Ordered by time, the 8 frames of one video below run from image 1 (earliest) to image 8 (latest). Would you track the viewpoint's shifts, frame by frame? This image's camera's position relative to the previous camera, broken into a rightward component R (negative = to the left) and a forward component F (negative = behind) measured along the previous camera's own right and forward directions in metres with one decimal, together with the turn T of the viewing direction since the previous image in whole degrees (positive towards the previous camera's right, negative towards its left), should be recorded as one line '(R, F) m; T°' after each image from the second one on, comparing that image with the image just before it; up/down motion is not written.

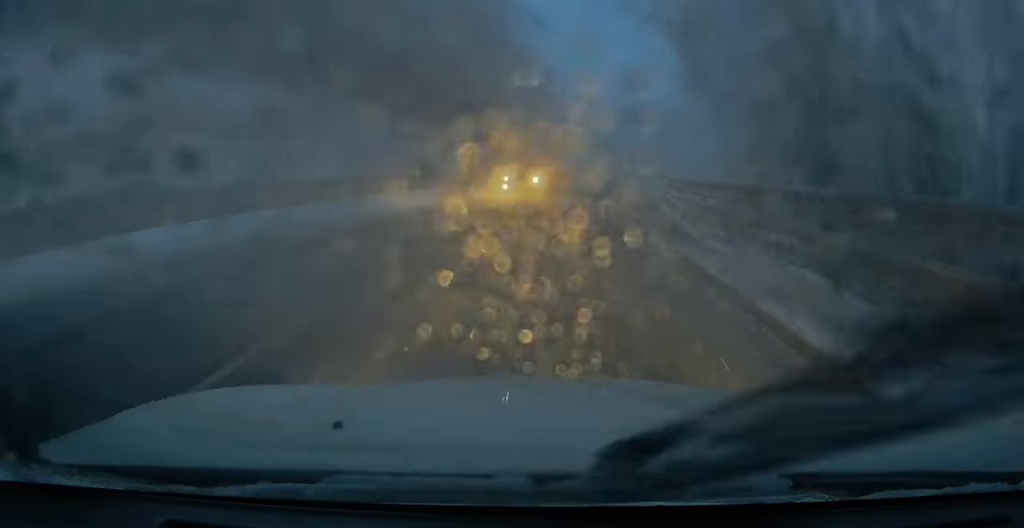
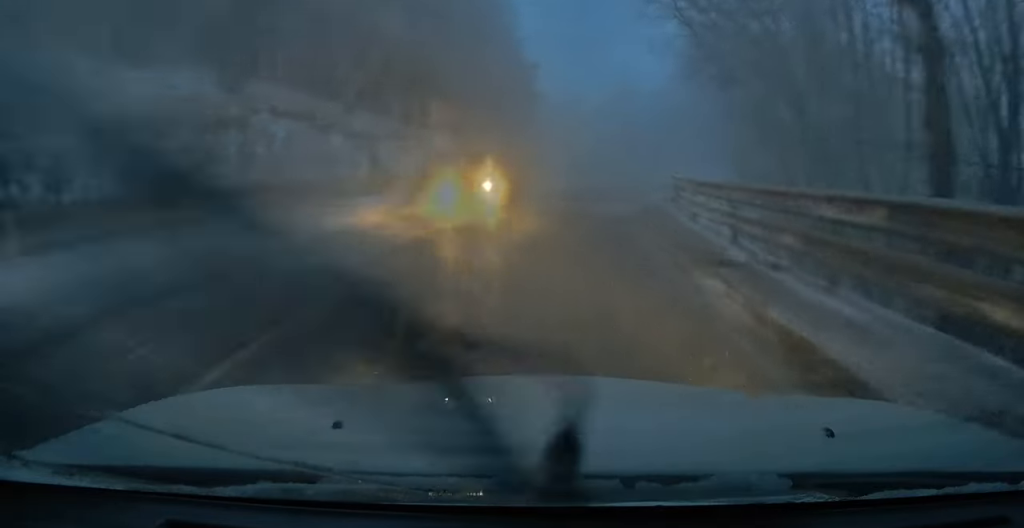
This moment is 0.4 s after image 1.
(+0.1, +4.2) m; +1°
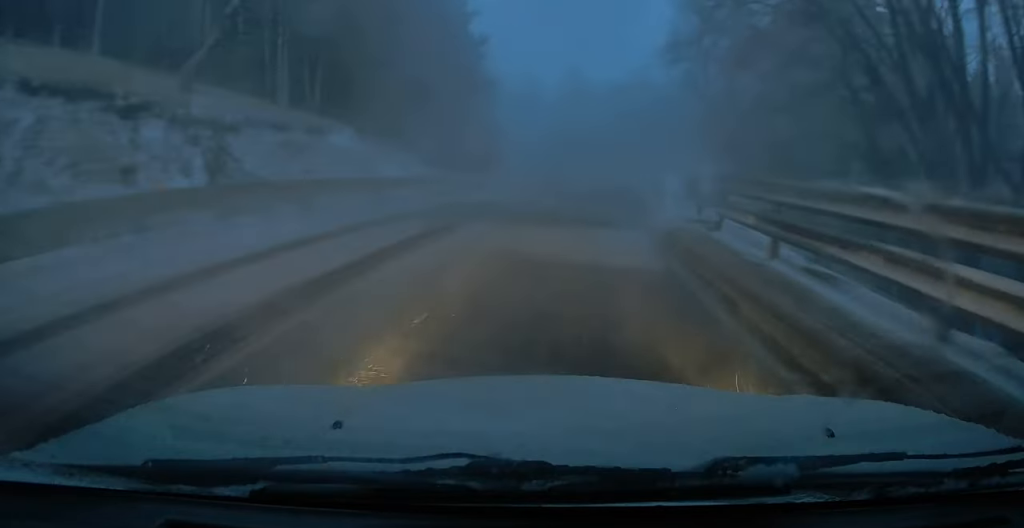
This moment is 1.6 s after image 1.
(+0.2, +10.8) m; +2°
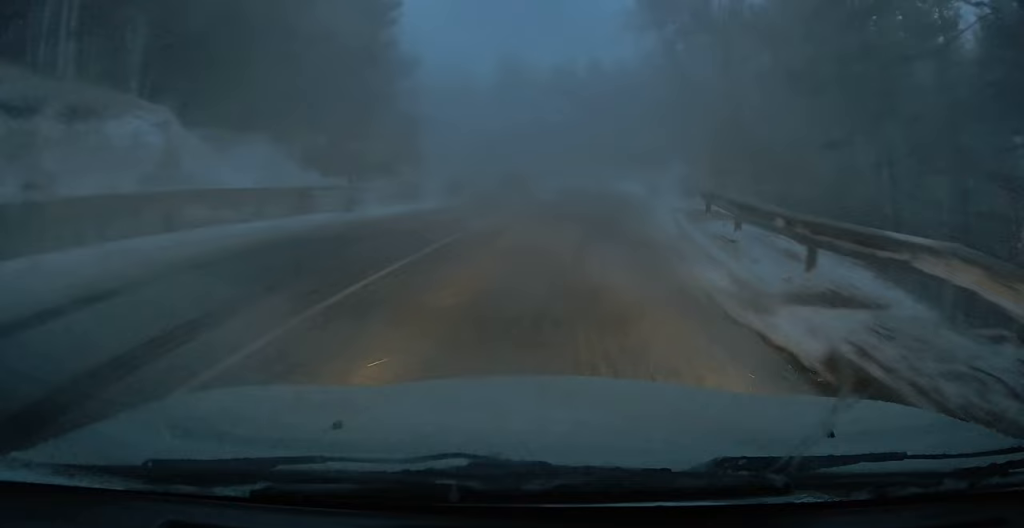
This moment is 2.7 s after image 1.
(0.0, +9.9) m; 0°
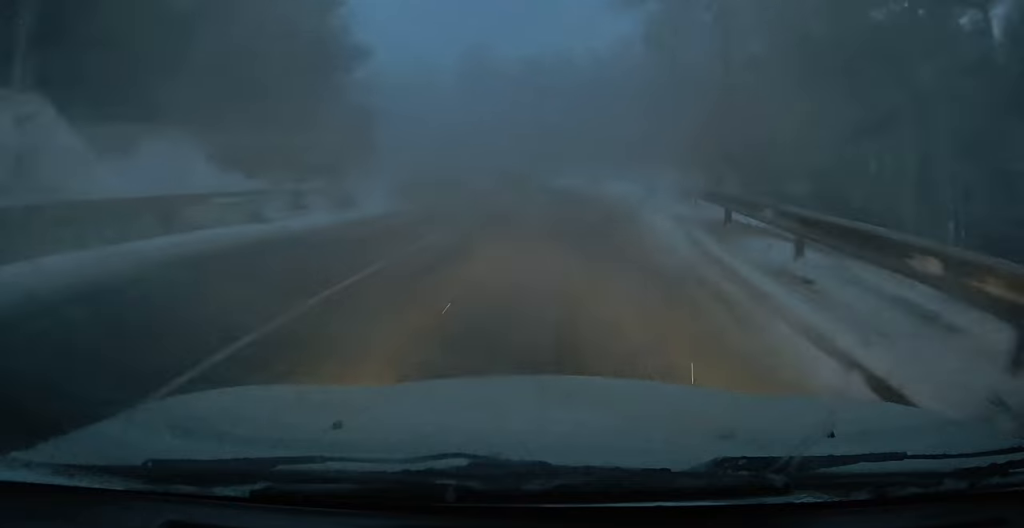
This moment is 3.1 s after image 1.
(-0.1, +4.0) m; 0°
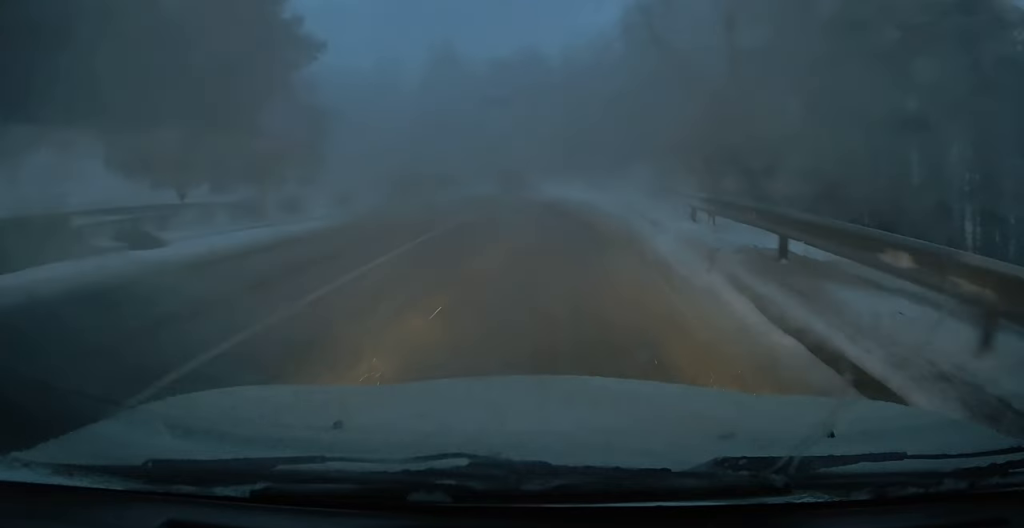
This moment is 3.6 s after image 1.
(+0.1, +3.8) m; +1°
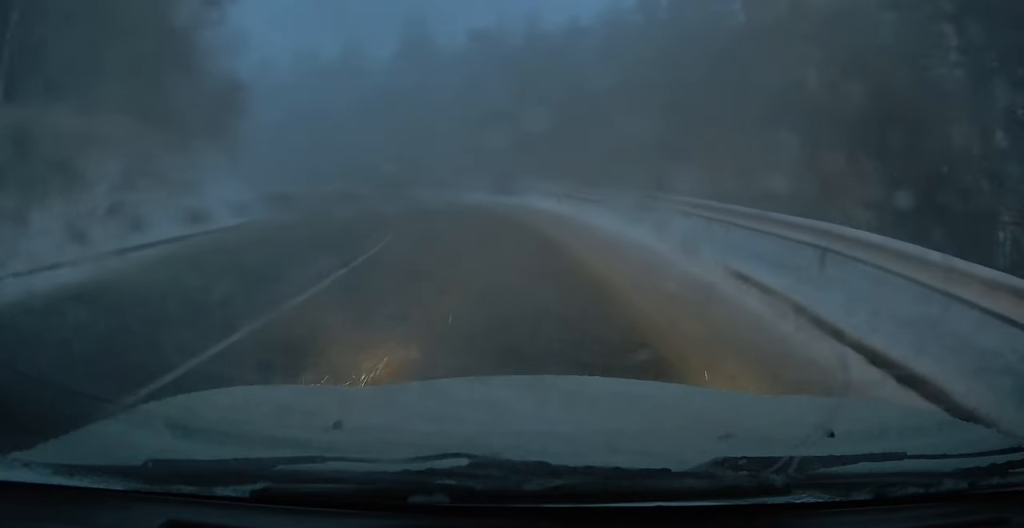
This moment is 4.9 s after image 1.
(+0.1, +10.4) m; +2°
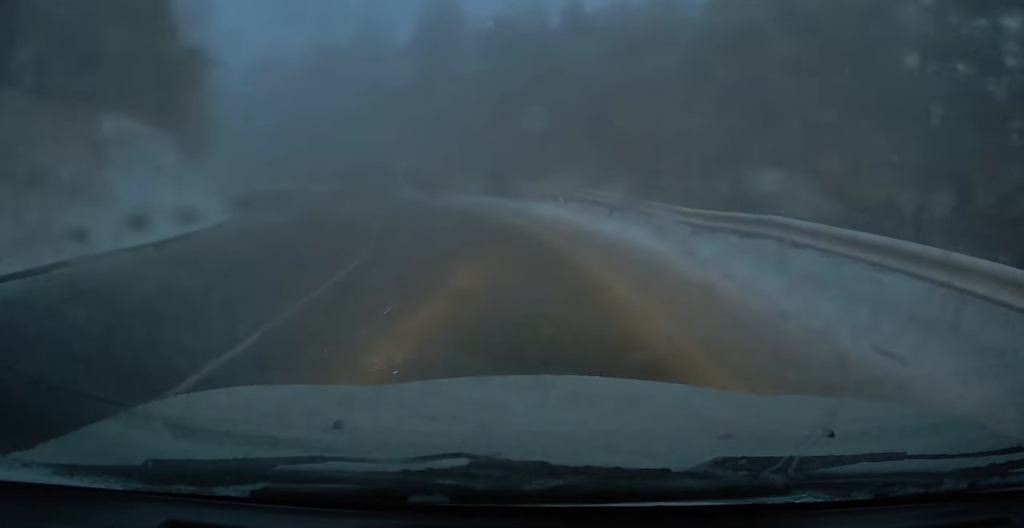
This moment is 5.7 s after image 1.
(+0.1, +6.2) m; -1°
